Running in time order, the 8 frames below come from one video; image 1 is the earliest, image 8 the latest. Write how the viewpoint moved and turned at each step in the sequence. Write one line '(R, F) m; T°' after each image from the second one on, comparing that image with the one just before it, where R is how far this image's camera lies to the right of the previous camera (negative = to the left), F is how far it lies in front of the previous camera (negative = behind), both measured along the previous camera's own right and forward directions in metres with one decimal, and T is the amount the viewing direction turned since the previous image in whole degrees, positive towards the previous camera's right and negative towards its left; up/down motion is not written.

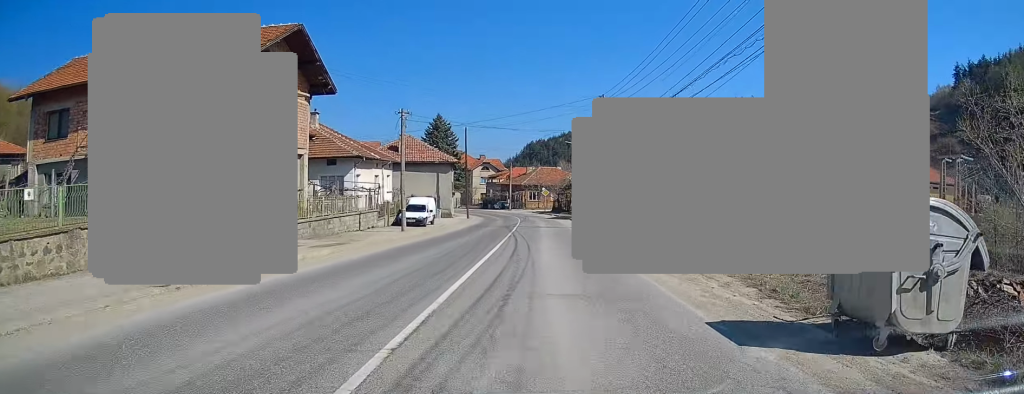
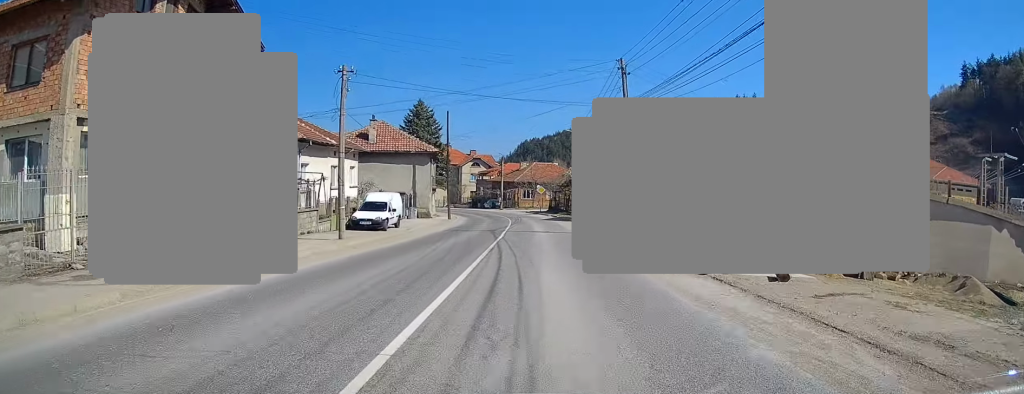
(0.0, +9.0) m; +1°
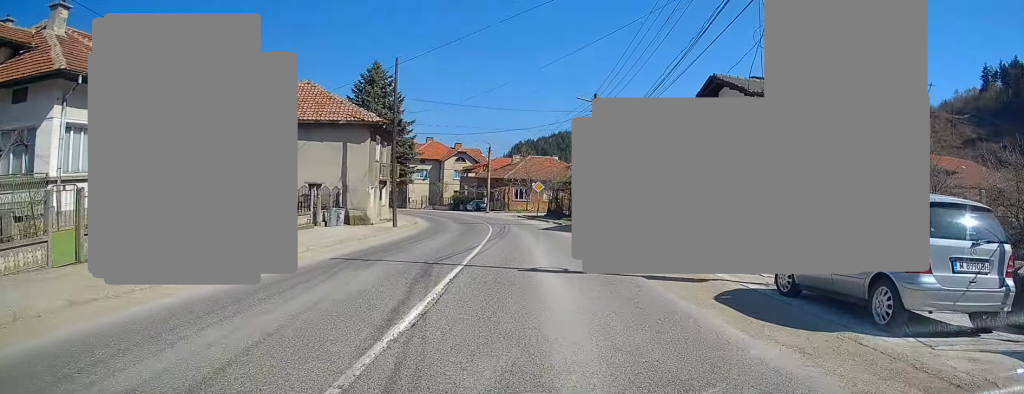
(+0.2, +17.1) m; 0°
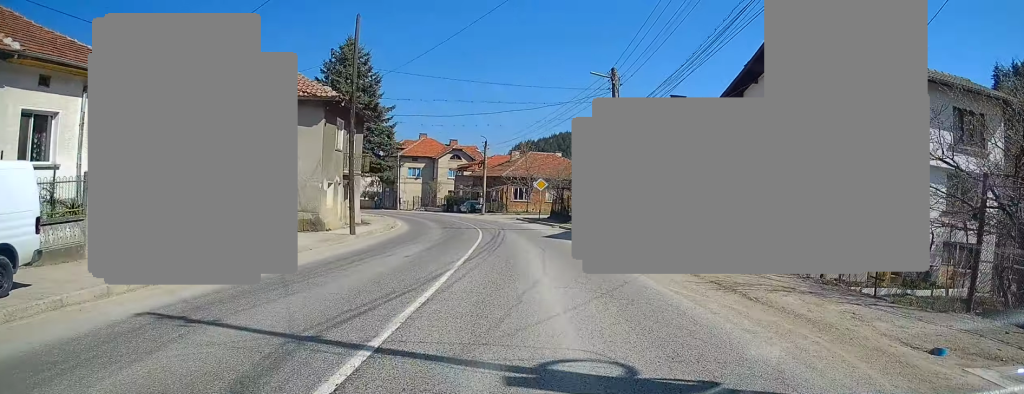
(0.0, +7.2) m; -1°
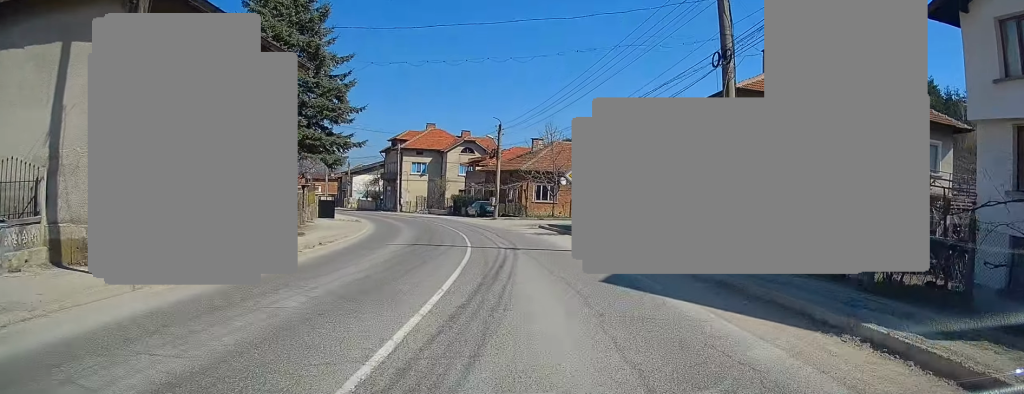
(-0.3, +14.0) m; -3°
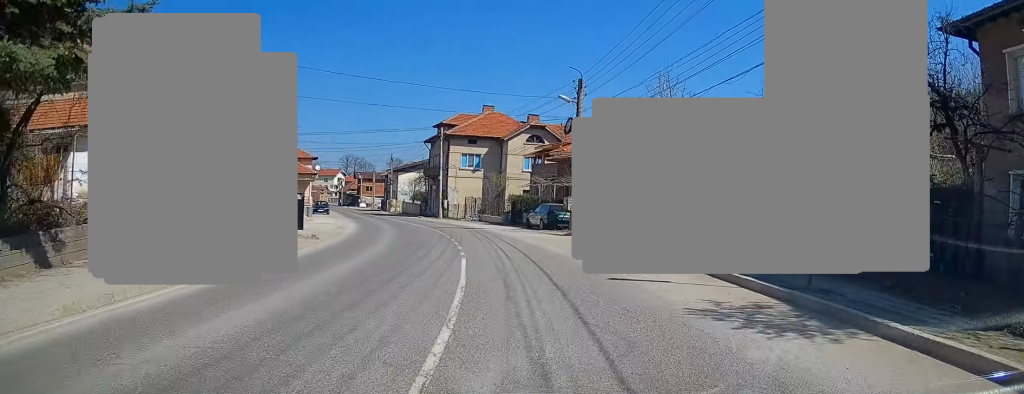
(-0.8, +19.0) m; -6°
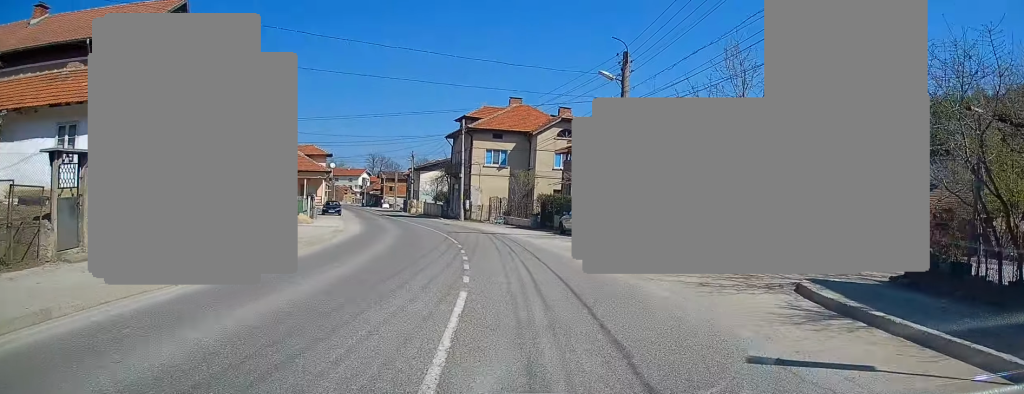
(-0.2, +5.6) m; -3°
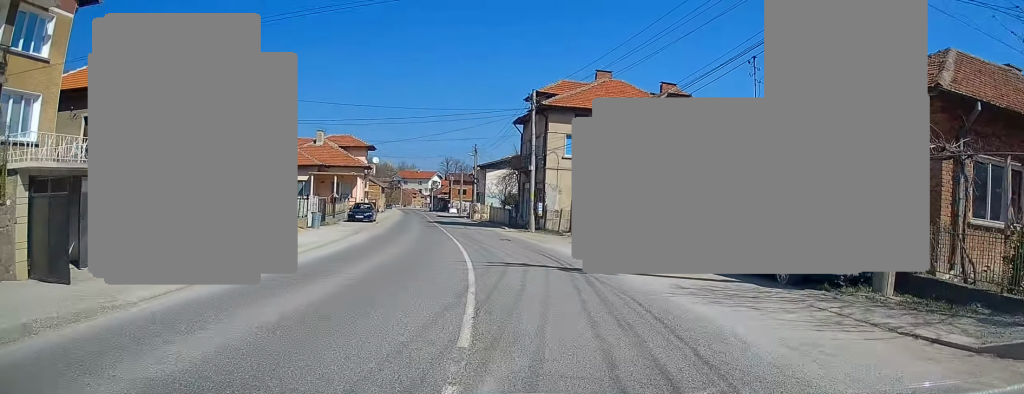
(-0.8, +14.6) m; -6°
